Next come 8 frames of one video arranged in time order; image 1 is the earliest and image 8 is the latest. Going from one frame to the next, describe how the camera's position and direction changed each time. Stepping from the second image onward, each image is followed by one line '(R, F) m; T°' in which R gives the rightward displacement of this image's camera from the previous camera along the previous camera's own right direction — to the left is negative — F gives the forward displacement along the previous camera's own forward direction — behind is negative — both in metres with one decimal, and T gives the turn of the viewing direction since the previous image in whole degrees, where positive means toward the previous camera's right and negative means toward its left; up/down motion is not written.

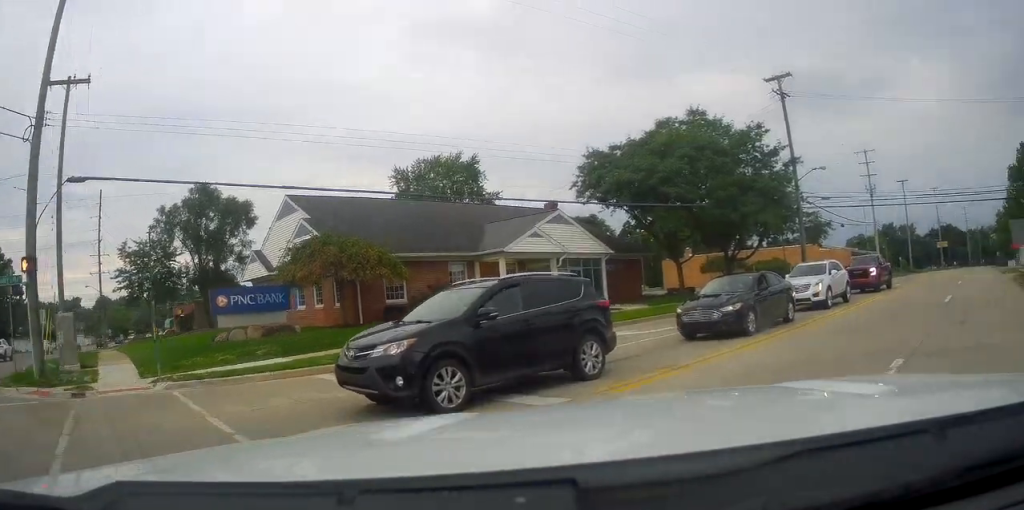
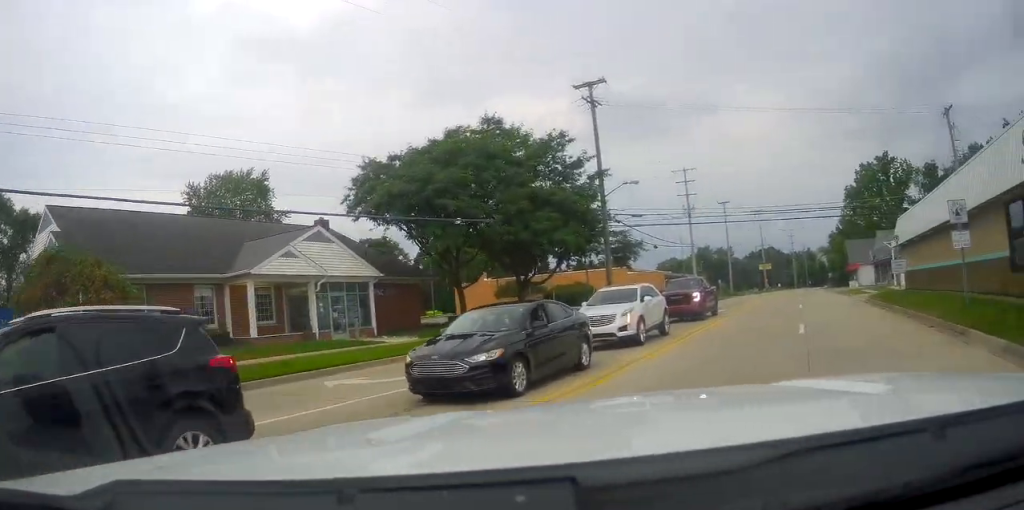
(+1.2, +4.2) m; +20°
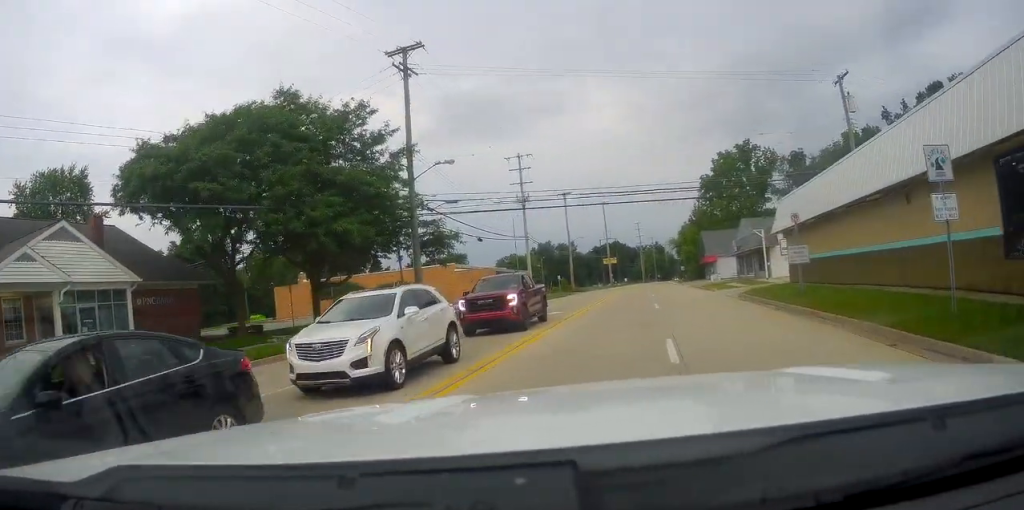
(+1.2, +5.7) m; +16°
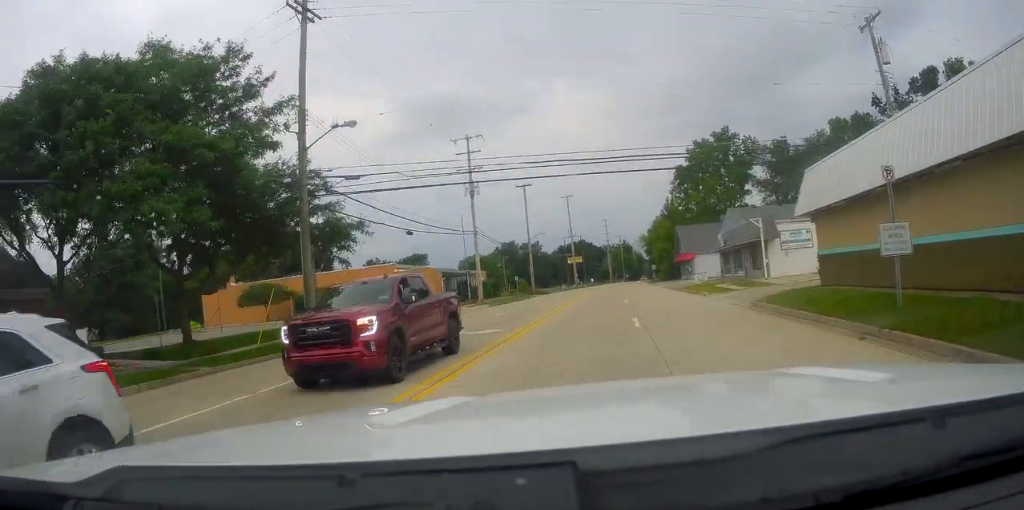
(+0.5, +7.3) m; +6°
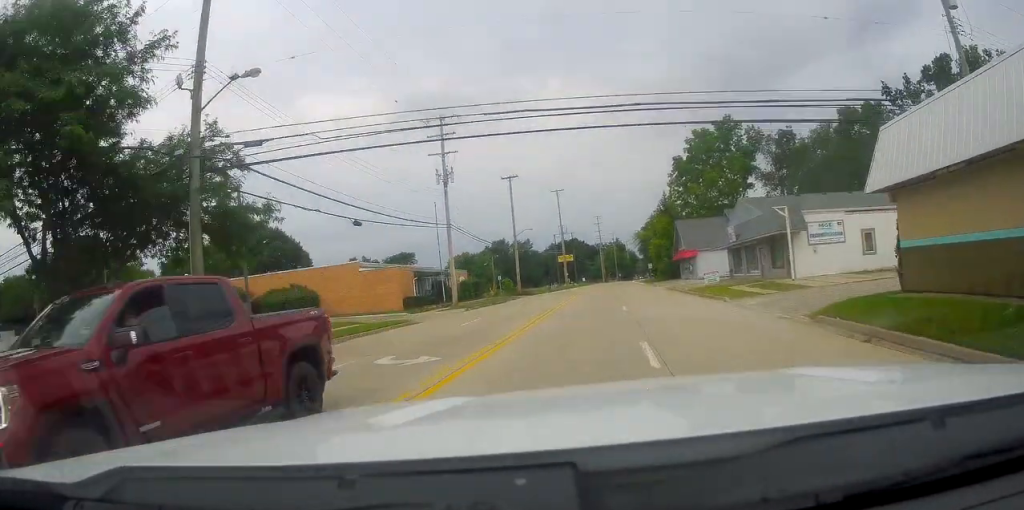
(0.0, +5.8) m; +3°
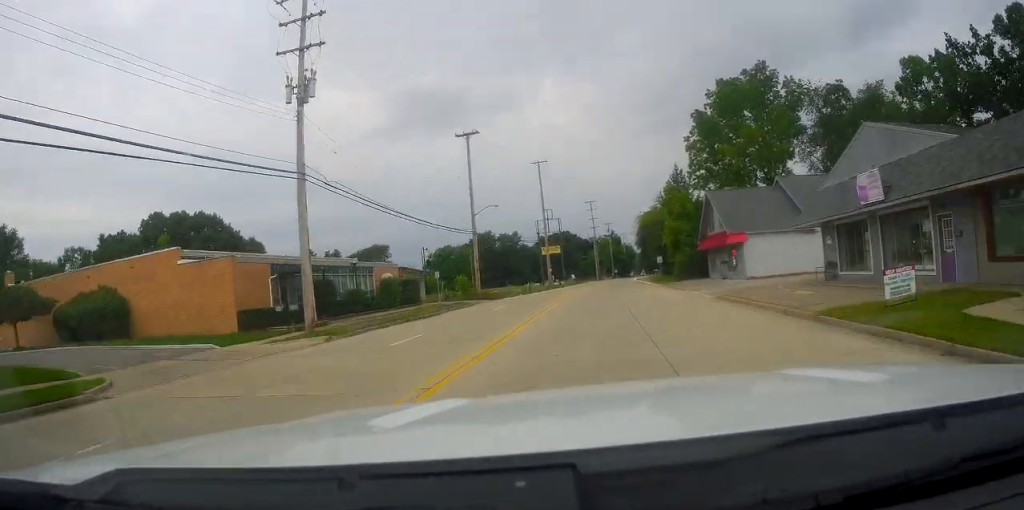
(+0.4, +20.7) m; +1°
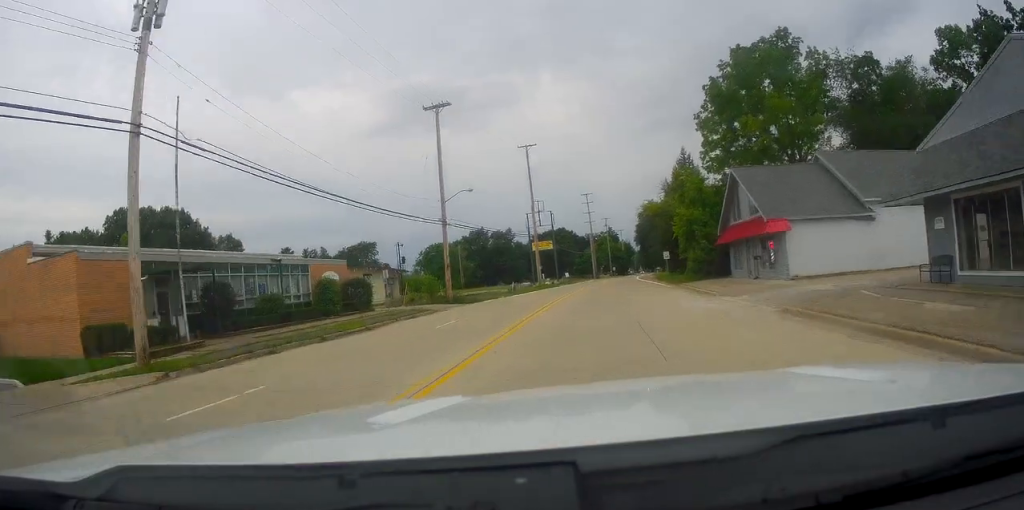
(0.0, +9.5) m; +1°
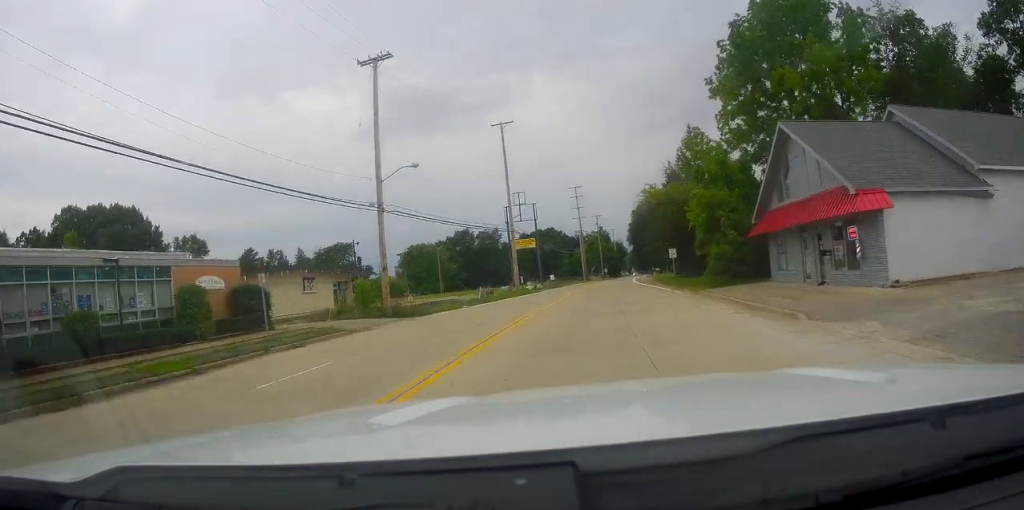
(+0.3, +11.8) m; +2°
